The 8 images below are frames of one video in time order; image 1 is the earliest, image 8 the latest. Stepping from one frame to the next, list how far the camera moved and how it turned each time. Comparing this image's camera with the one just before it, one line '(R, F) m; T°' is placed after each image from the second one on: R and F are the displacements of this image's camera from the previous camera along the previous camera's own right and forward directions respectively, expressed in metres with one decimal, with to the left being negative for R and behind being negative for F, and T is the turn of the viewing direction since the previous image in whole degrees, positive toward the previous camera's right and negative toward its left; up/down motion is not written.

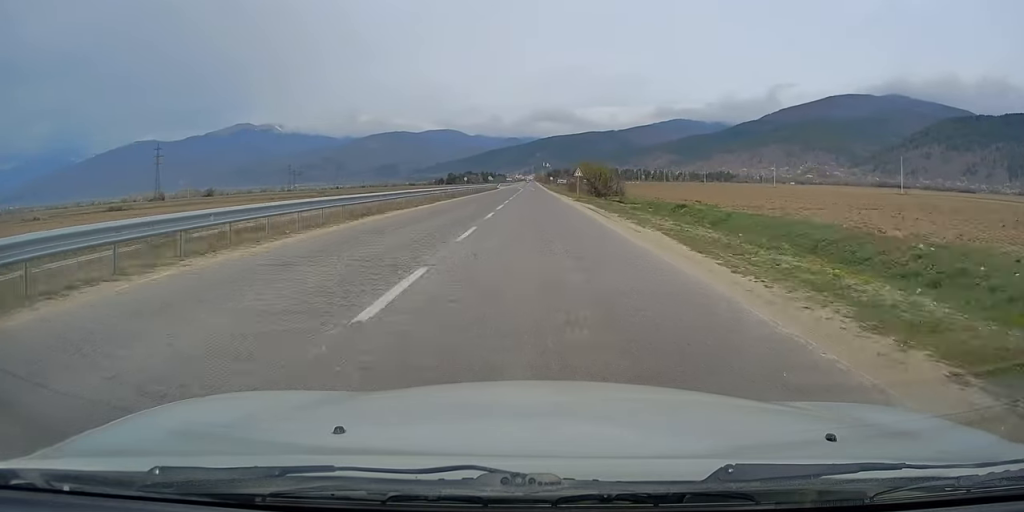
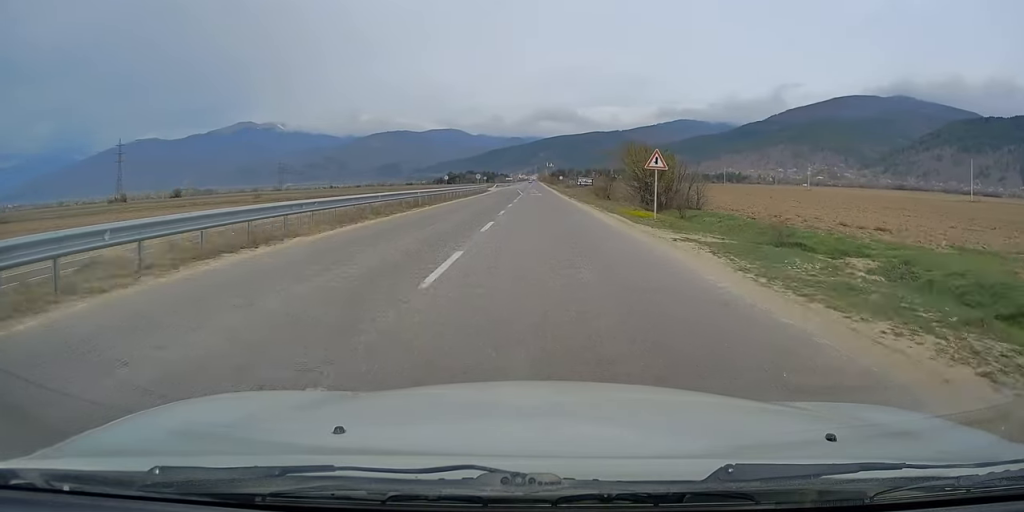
(-0.3, +35.6) m; 0°
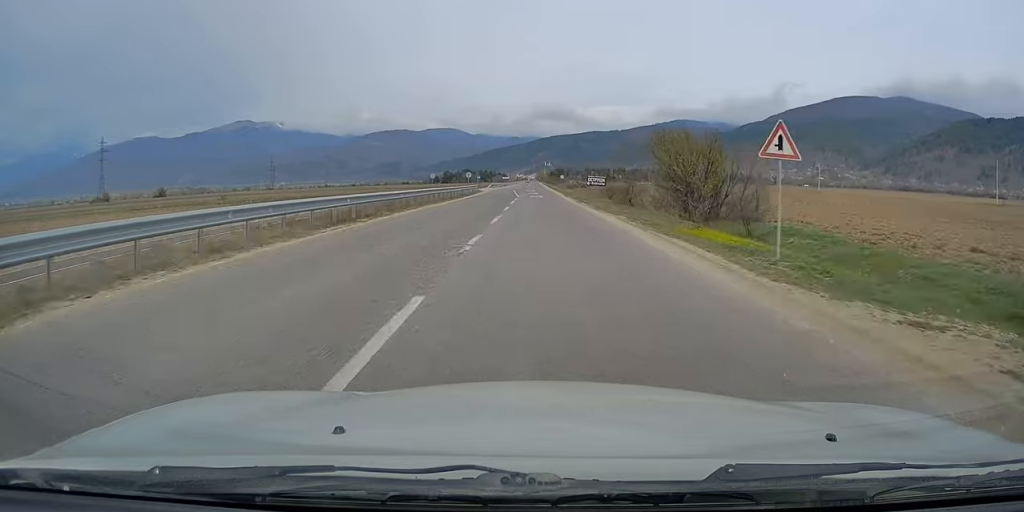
(+0.2, +12.2) m; 0°
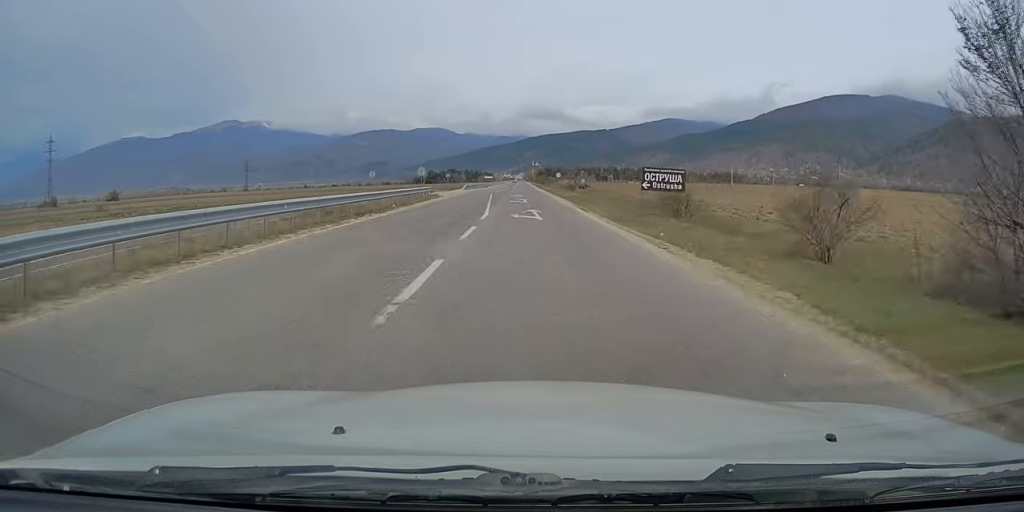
(+0.2, +28.1) m; 0°
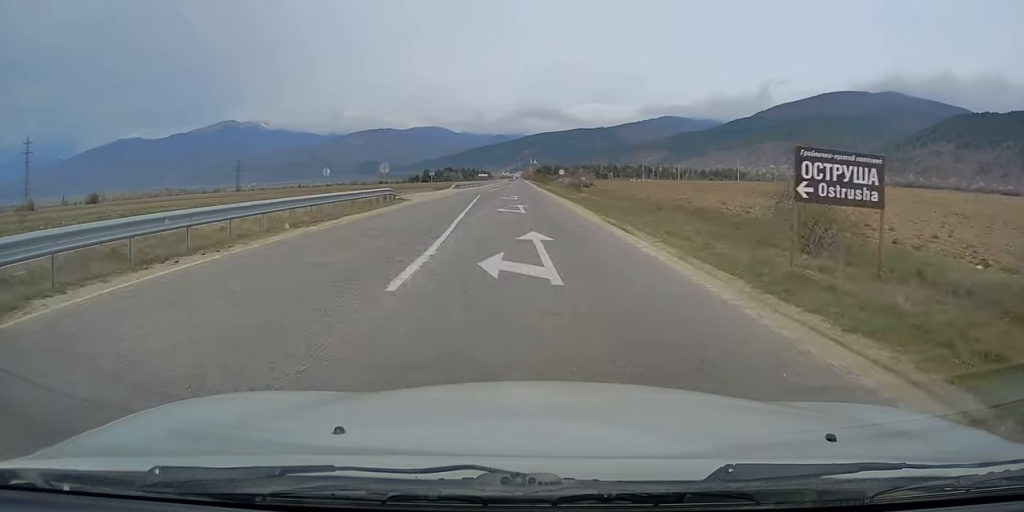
(0.0, +13.1) m; 0°
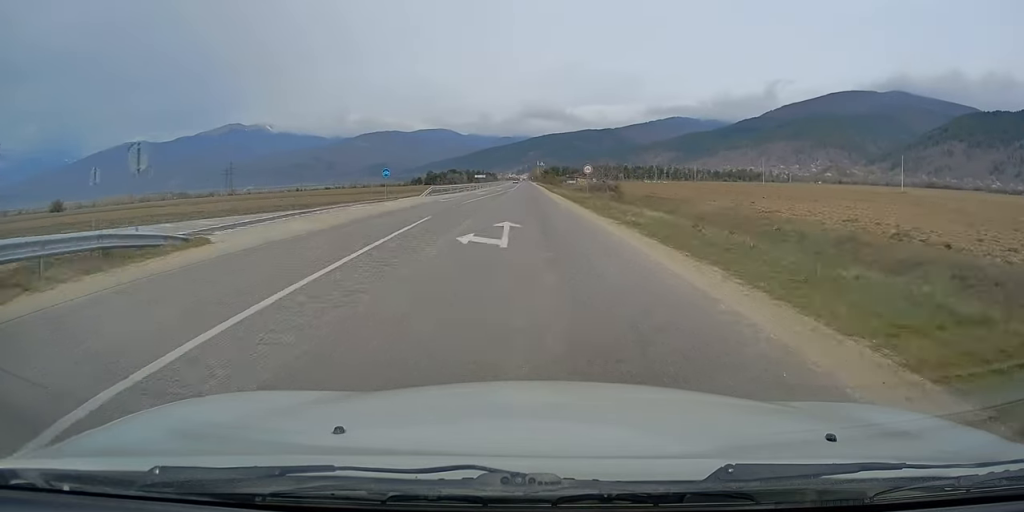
(0.0, +27.2) m; 0°
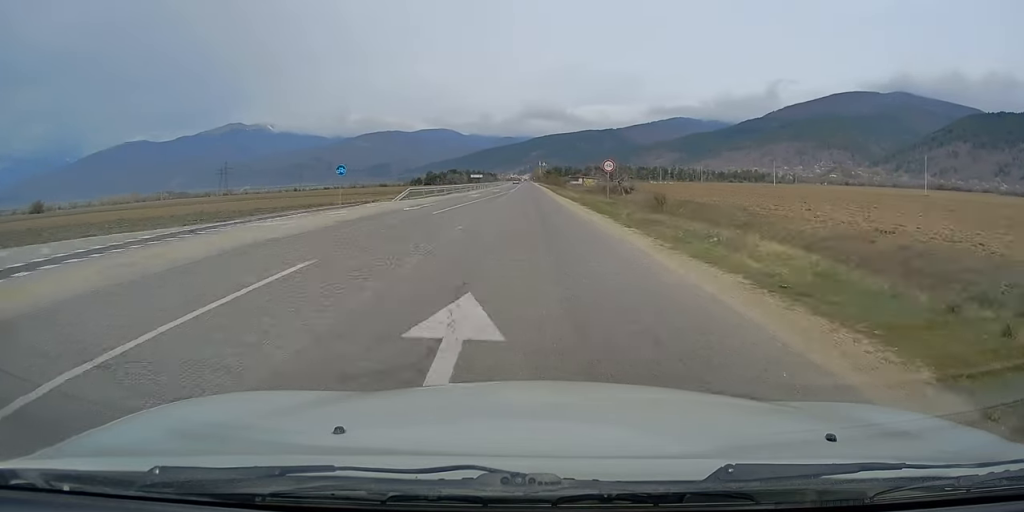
(0.0, +12.2) m; 0°
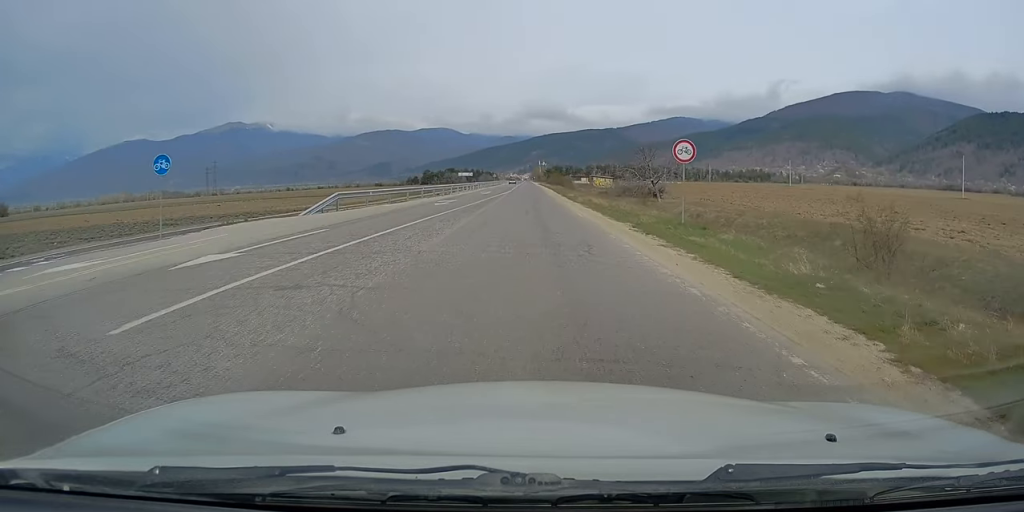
(0.0, +18.8) m; 0°
